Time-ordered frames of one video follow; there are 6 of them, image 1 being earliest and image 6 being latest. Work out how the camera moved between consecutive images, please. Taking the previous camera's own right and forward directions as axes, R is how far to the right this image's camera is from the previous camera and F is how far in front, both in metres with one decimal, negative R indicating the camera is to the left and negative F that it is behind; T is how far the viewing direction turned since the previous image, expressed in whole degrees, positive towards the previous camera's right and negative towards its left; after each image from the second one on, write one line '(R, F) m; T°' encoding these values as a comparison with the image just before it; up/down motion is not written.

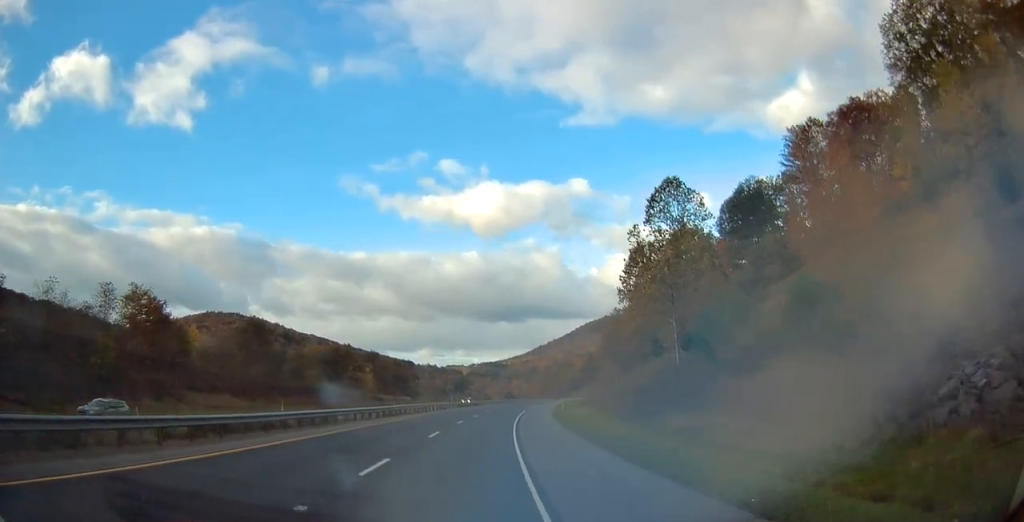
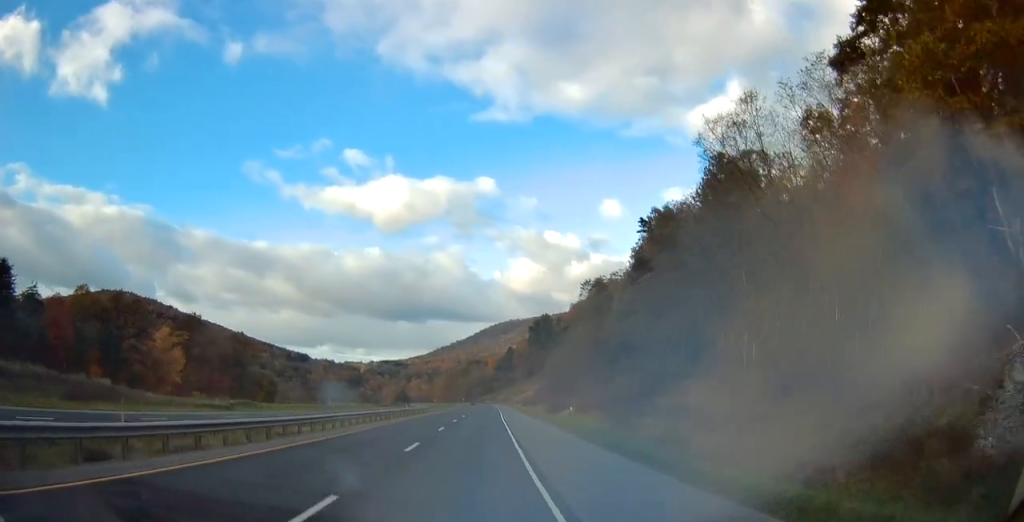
(+10.0, +100.8) m; +10°
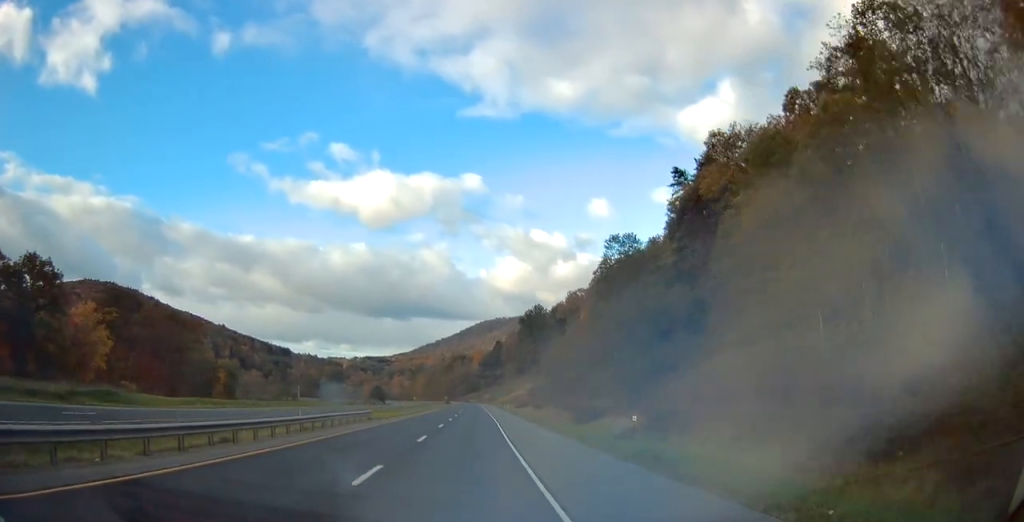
(+0.5, +31.1) m; +1°
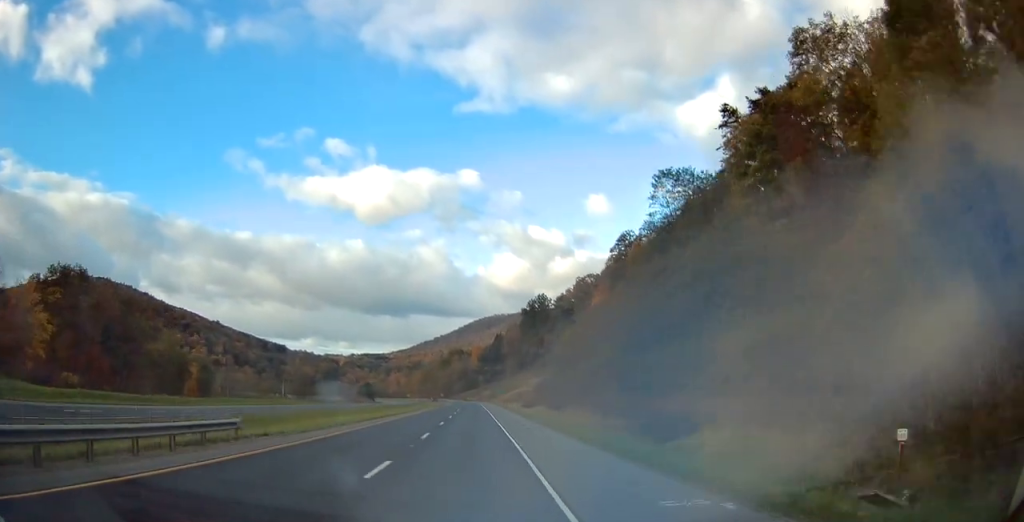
(0.0, +23.4) m; 0°
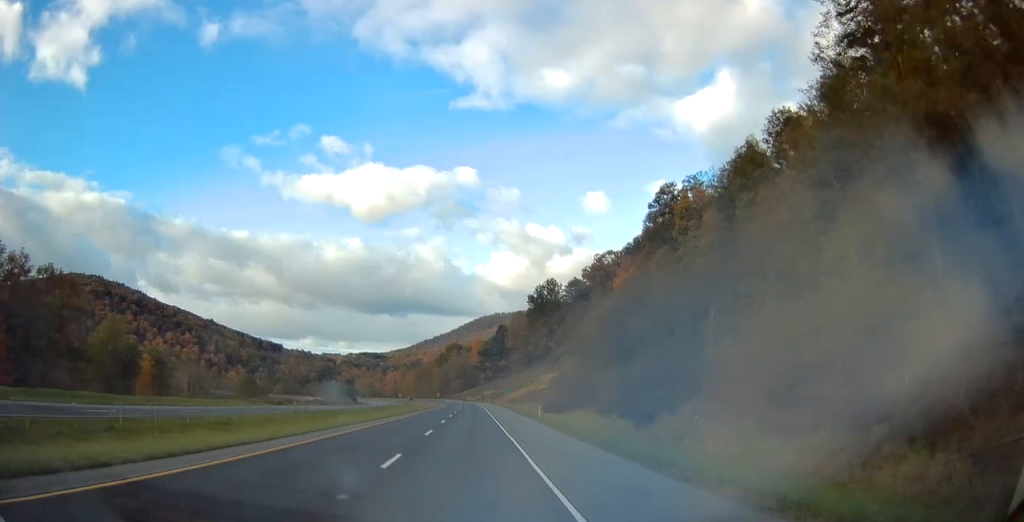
(+0.2, +34.2) m; 0°
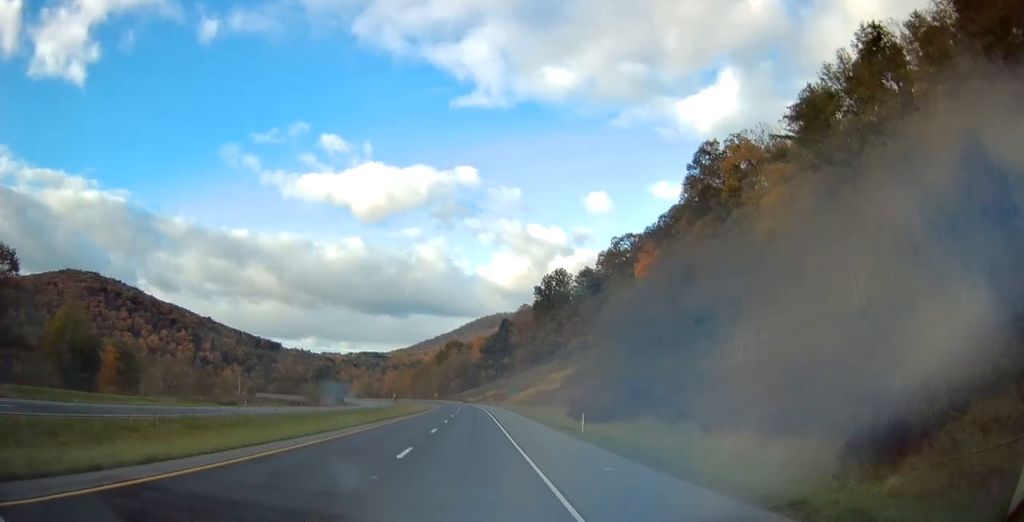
(0.0, +21.5) m; +1°
